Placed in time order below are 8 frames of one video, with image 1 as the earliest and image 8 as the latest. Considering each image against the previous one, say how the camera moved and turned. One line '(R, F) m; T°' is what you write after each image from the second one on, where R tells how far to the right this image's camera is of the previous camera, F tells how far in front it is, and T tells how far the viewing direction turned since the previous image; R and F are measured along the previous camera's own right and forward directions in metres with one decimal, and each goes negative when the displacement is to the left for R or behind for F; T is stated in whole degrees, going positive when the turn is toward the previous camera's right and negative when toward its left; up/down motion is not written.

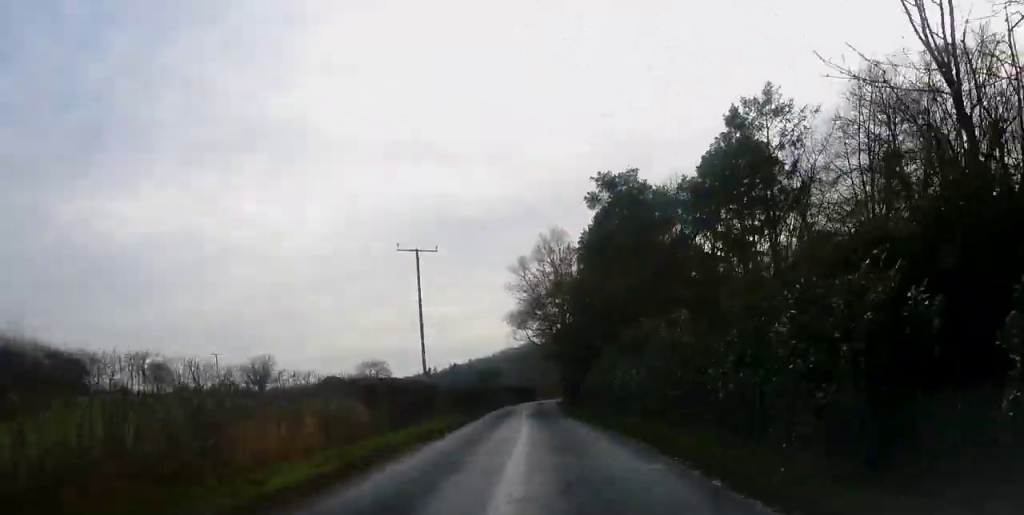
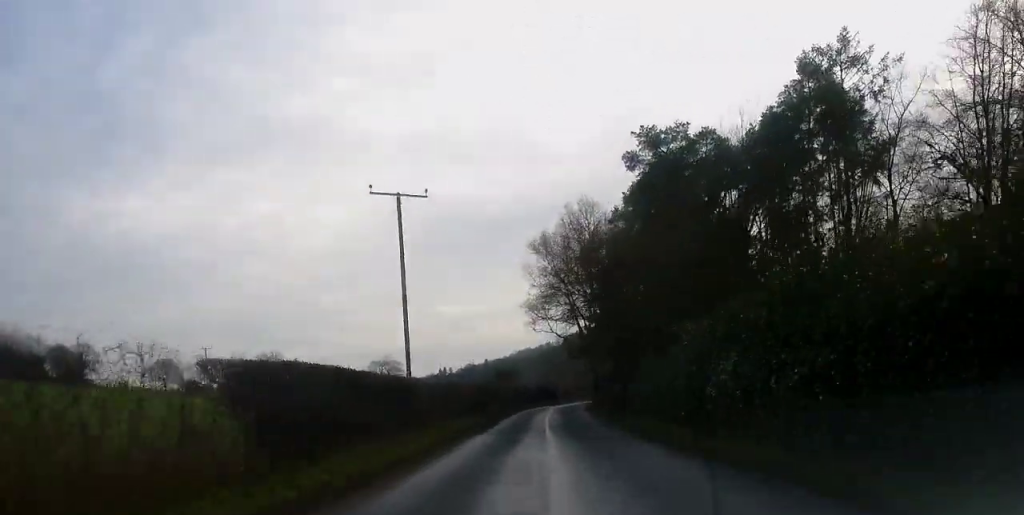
(-0.6, +11.8) m; -2°
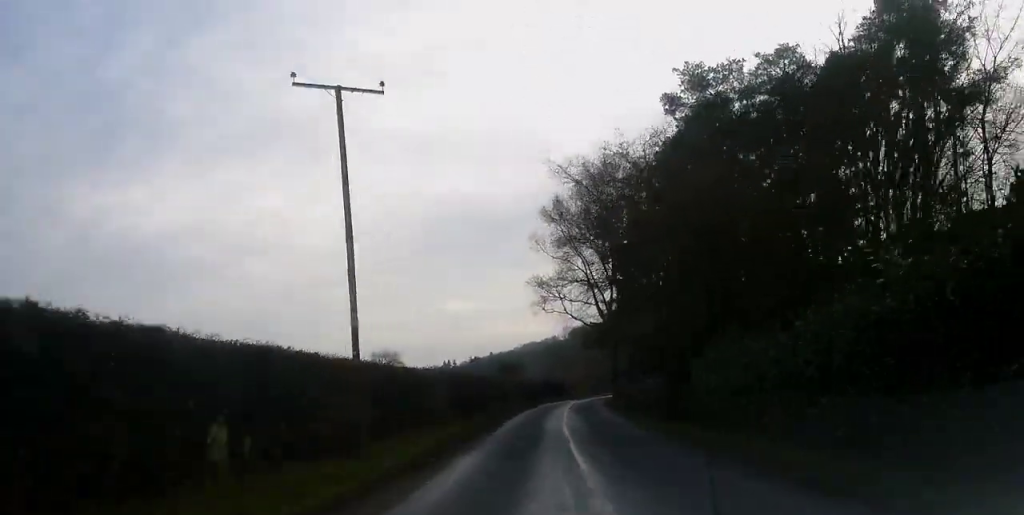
(+0.1, +10.7) m; 0°
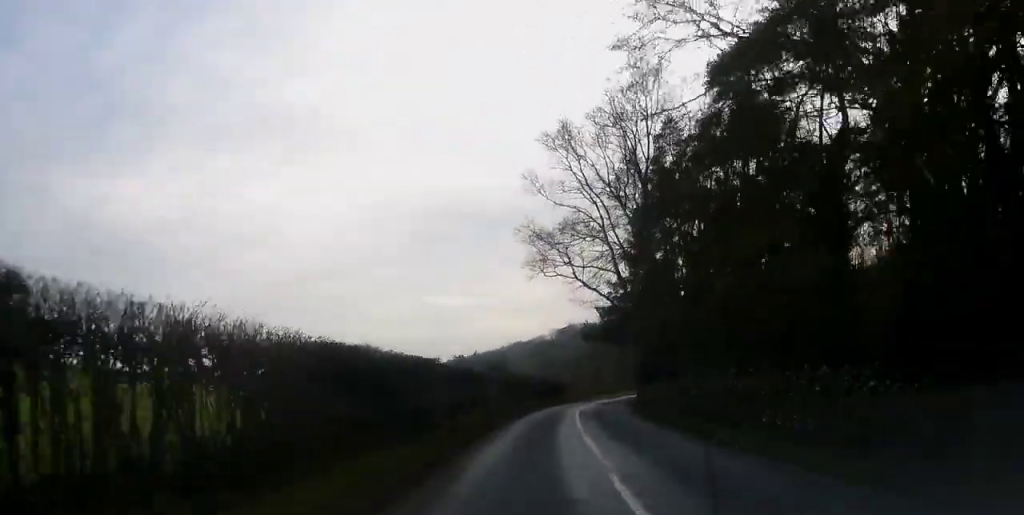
(-0.1, +15.8) m; +1°
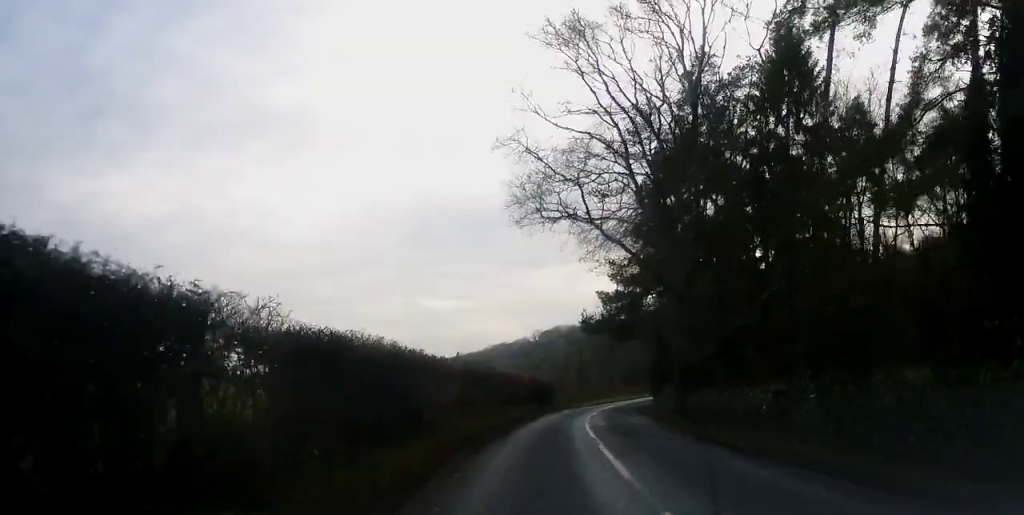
(0.0, +11.9) m; +1°
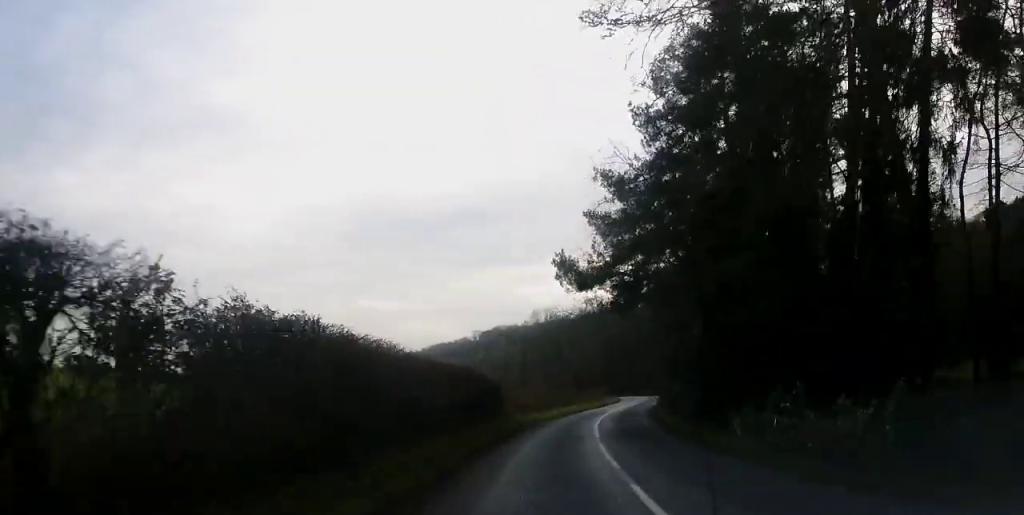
(+0.9, +23.2) m; +5°
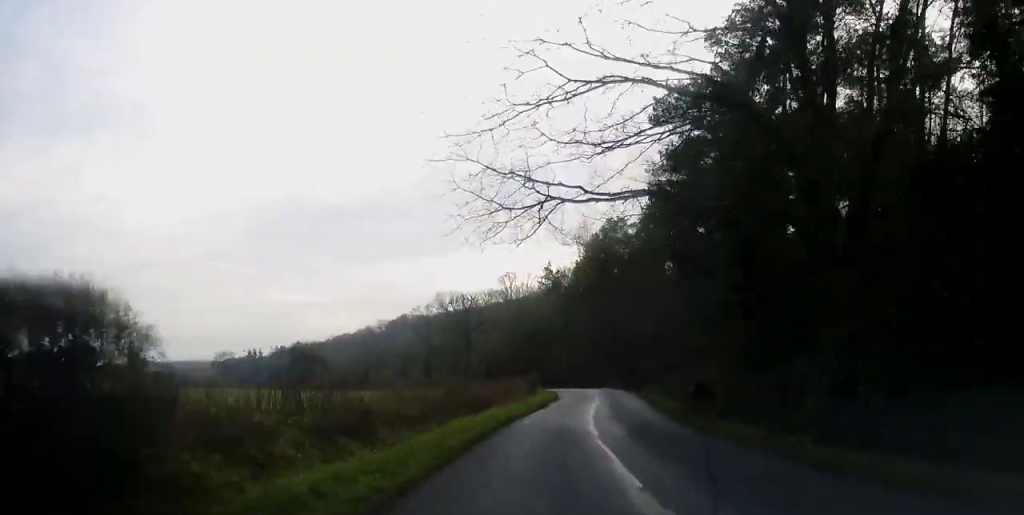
(+1.8, +30.0) m; +6°
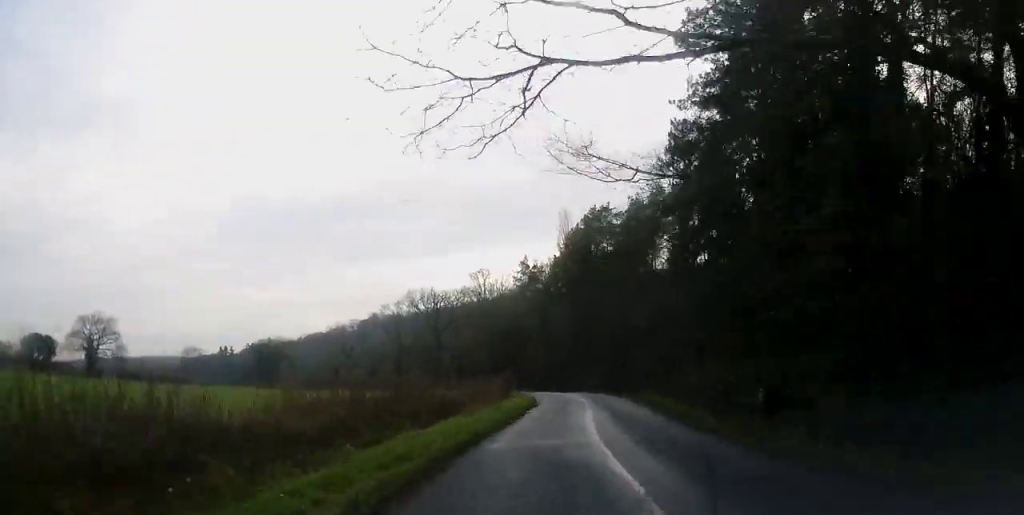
(-0.1, +9.2) m; +2°
